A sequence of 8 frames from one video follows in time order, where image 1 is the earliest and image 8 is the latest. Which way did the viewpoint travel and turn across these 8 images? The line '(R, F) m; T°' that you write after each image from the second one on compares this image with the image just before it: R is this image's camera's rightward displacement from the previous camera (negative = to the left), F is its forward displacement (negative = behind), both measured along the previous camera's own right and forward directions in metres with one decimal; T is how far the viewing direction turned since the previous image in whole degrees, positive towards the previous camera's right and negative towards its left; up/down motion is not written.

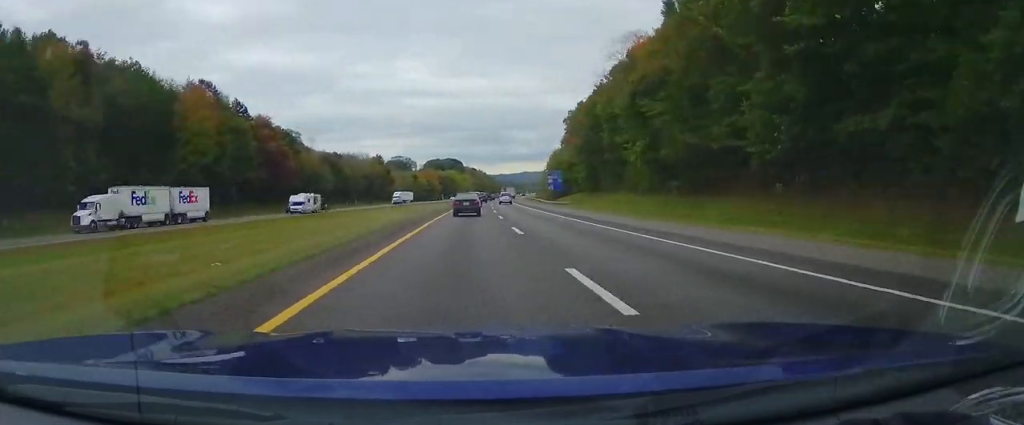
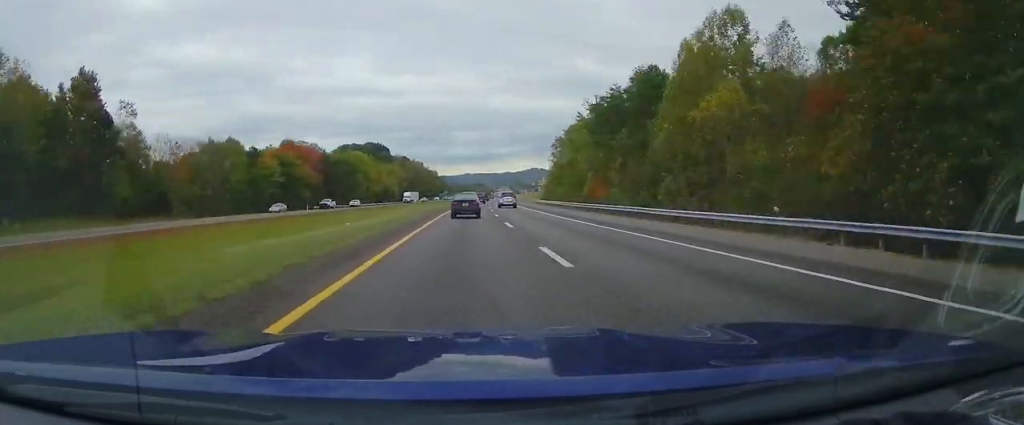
(+8.5, +165.0) m; +5°
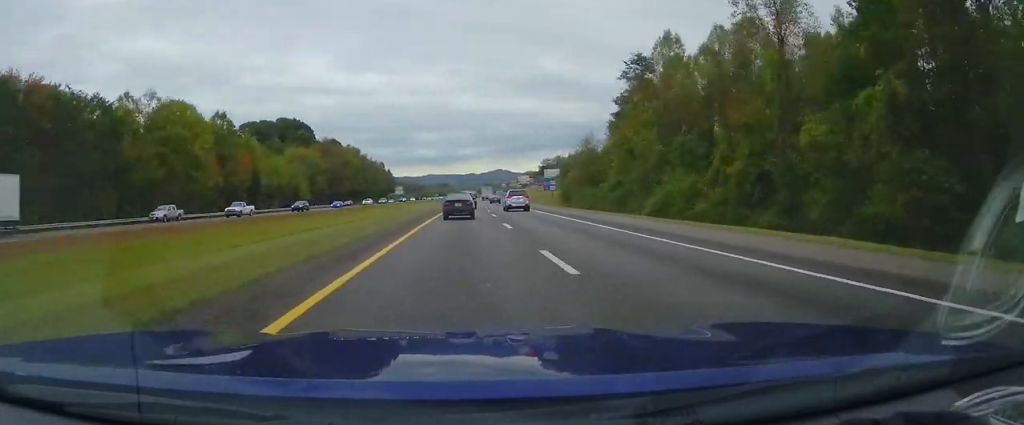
(+2.7, +109.3) m; +2°
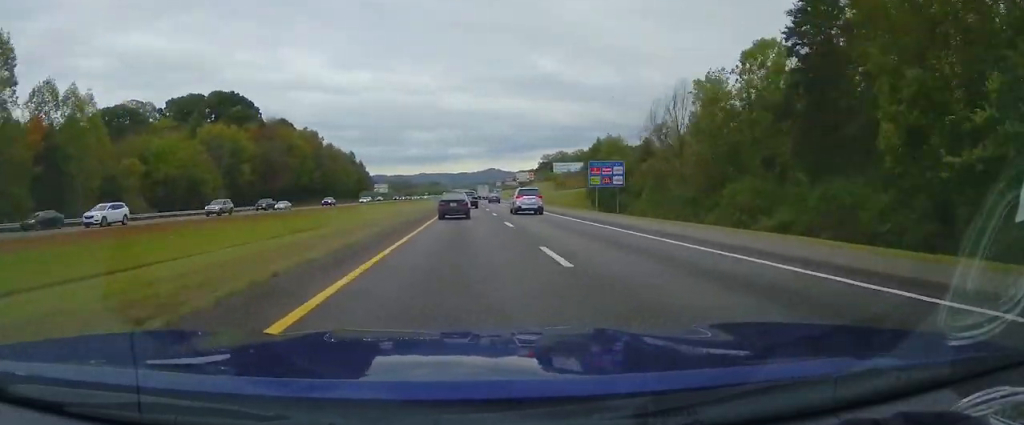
(+0.7, +58.8) m; 0°
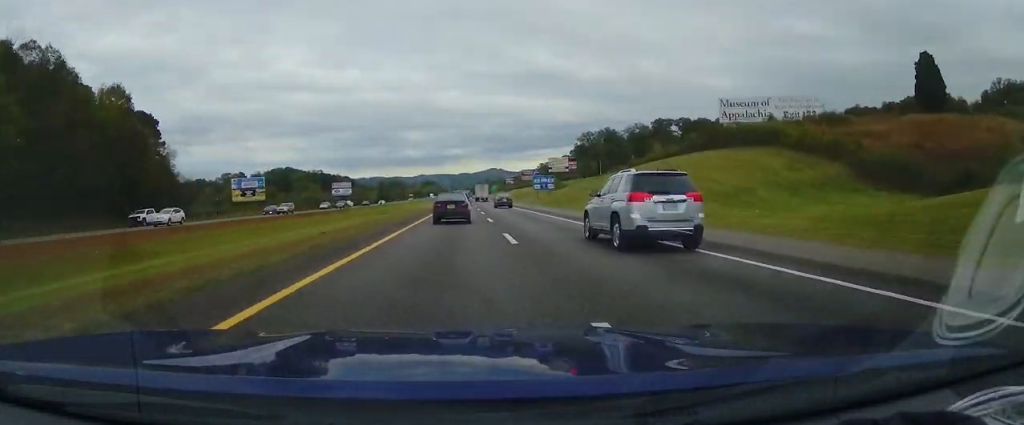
(+0.2, +172.6) m; 0°
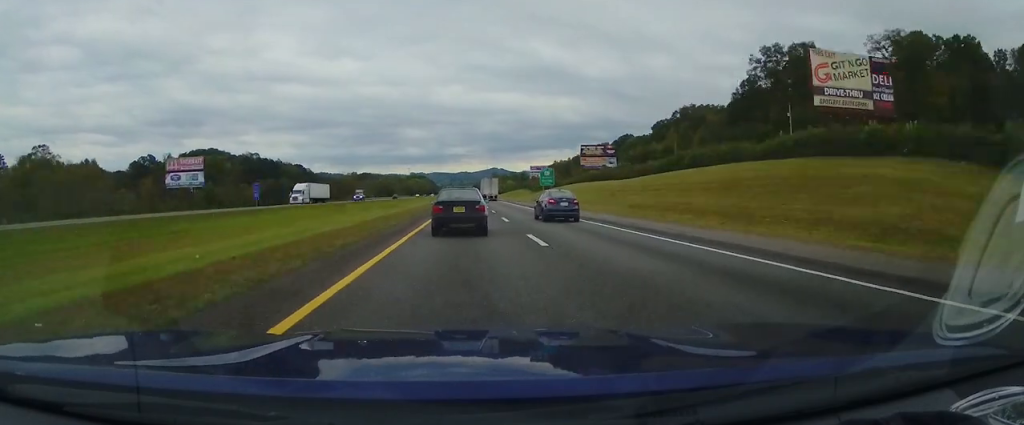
(+0.8, +202.8) m; +1°
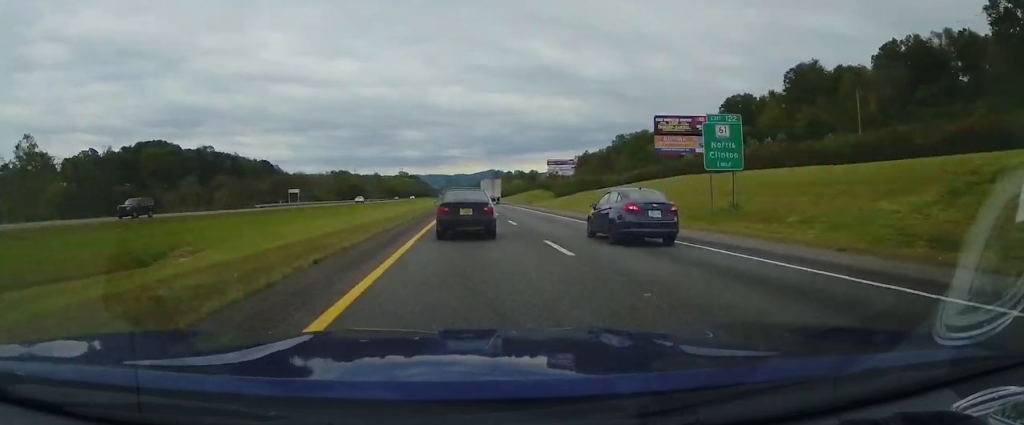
(0.0, +74.9) m; 0°
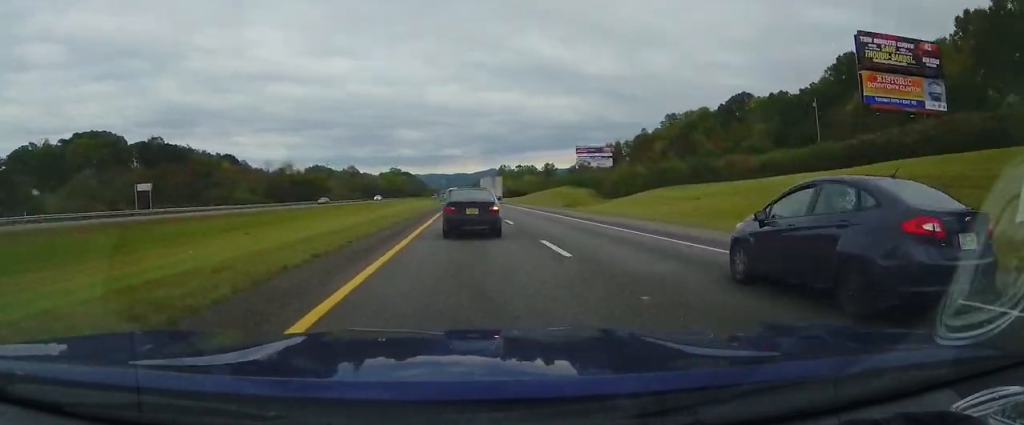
(0.0, +61.4) m; 0°
